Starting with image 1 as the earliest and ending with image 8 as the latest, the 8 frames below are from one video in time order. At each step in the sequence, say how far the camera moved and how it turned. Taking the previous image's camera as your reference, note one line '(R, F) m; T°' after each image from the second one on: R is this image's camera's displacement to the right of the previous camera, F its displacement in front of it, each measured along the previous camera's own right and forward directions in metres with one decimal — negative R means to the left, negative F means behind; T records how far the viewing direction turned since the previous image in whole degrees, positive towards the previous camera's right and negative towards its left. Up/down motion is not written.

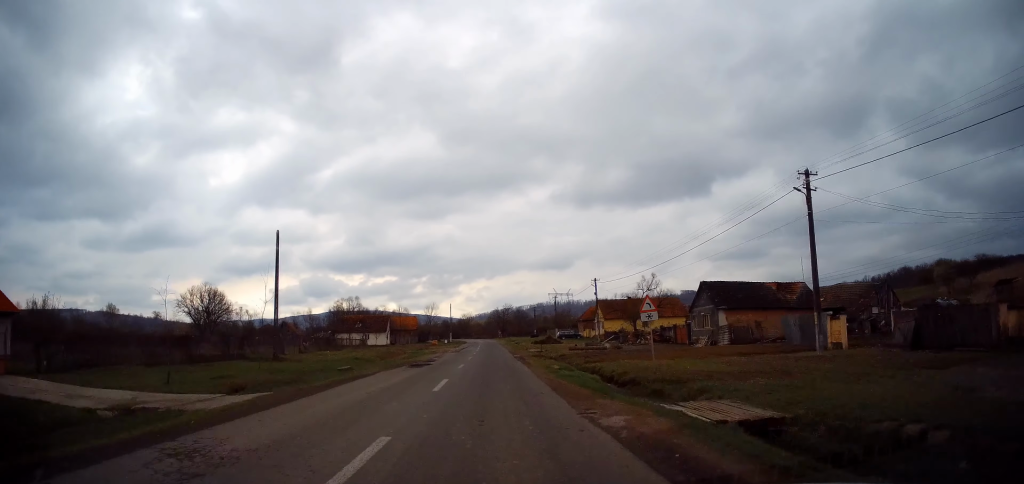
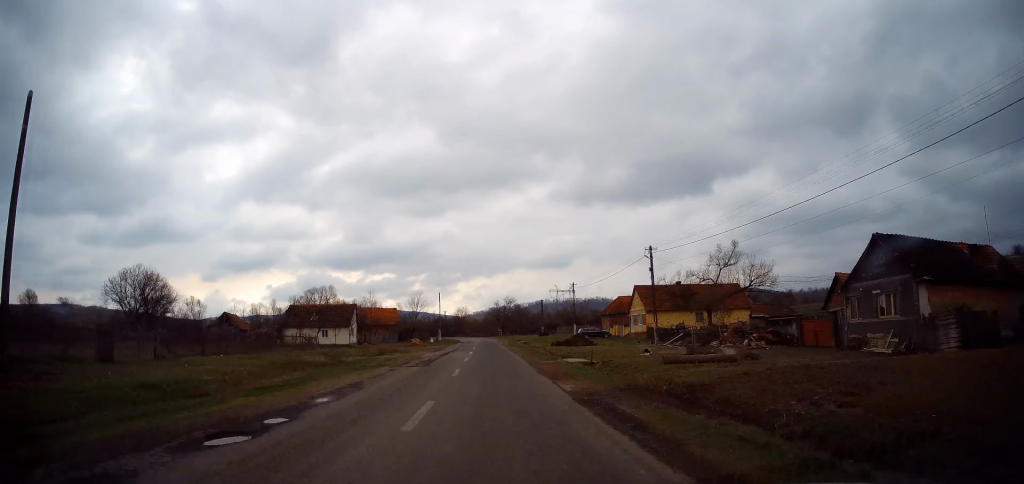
(-0.1, +24.2) m; 0°
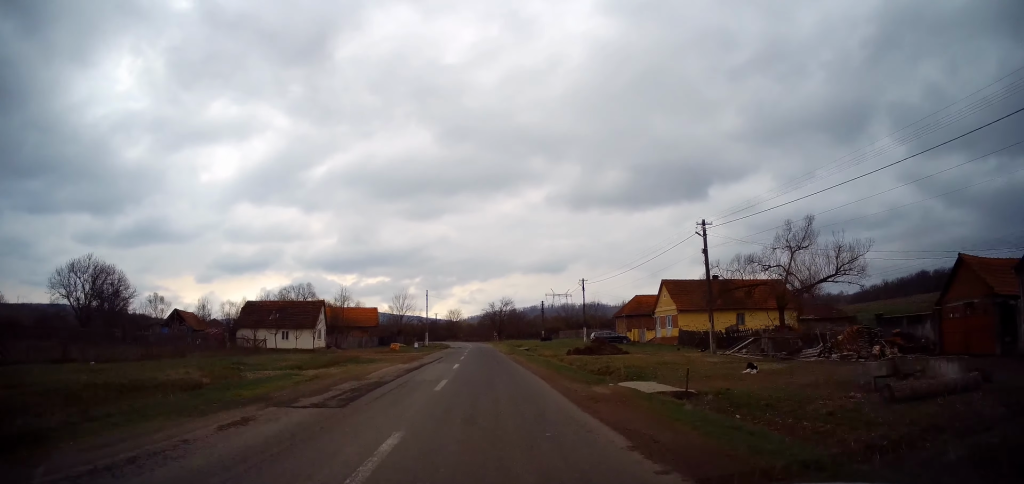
(+0.1, +12.5) m; -1°
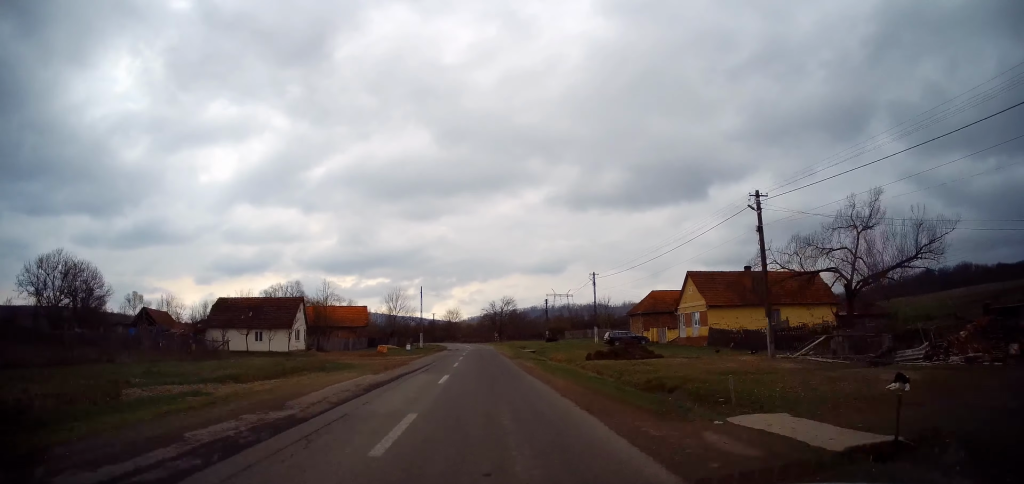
(-0.3, +7.0) m; 0°
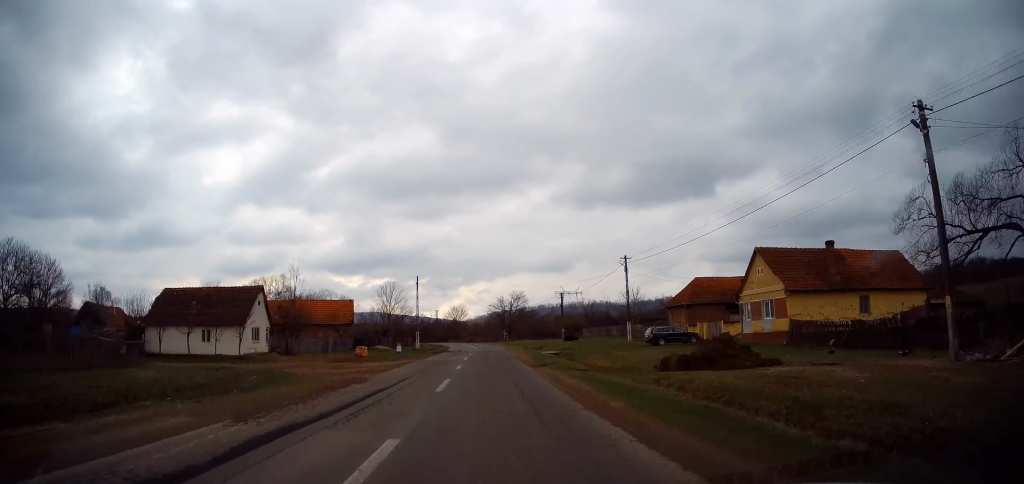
(+0.4, +11.5) m; +1°
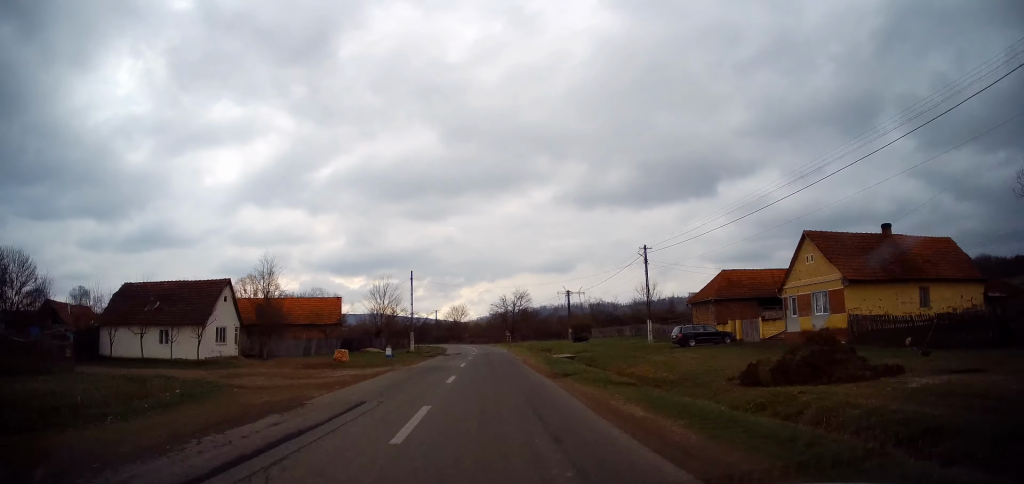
(0.0, +6.1) m; 0°
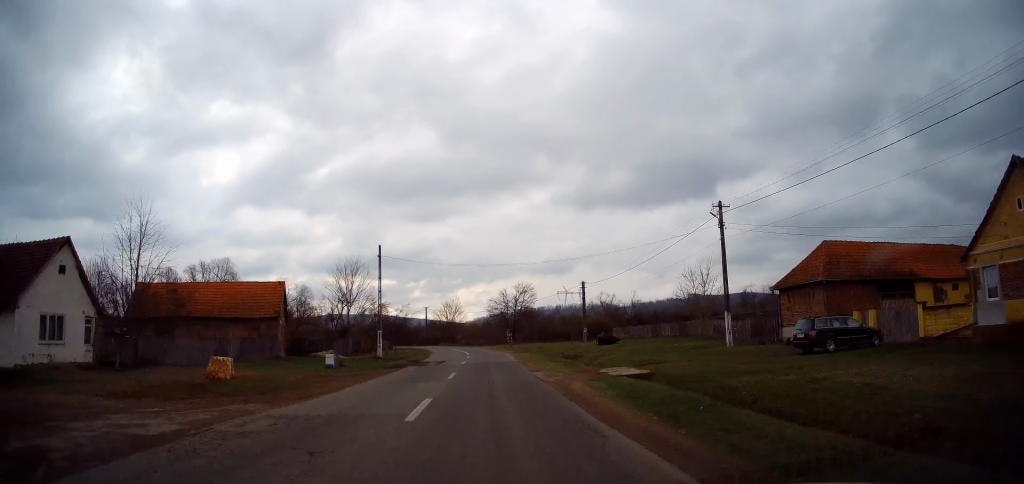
(-0.2, +15.7) m; -1°
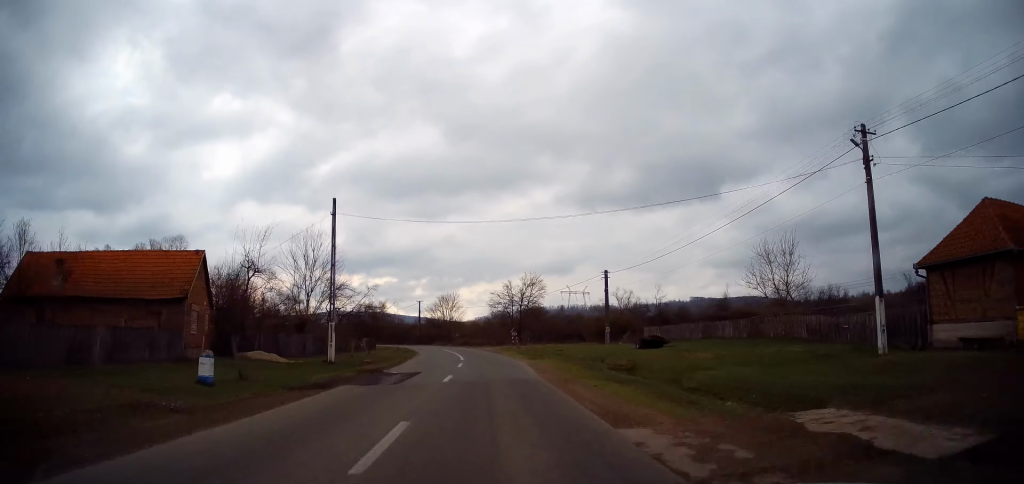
(-0.2, +12.2) m; -1°
